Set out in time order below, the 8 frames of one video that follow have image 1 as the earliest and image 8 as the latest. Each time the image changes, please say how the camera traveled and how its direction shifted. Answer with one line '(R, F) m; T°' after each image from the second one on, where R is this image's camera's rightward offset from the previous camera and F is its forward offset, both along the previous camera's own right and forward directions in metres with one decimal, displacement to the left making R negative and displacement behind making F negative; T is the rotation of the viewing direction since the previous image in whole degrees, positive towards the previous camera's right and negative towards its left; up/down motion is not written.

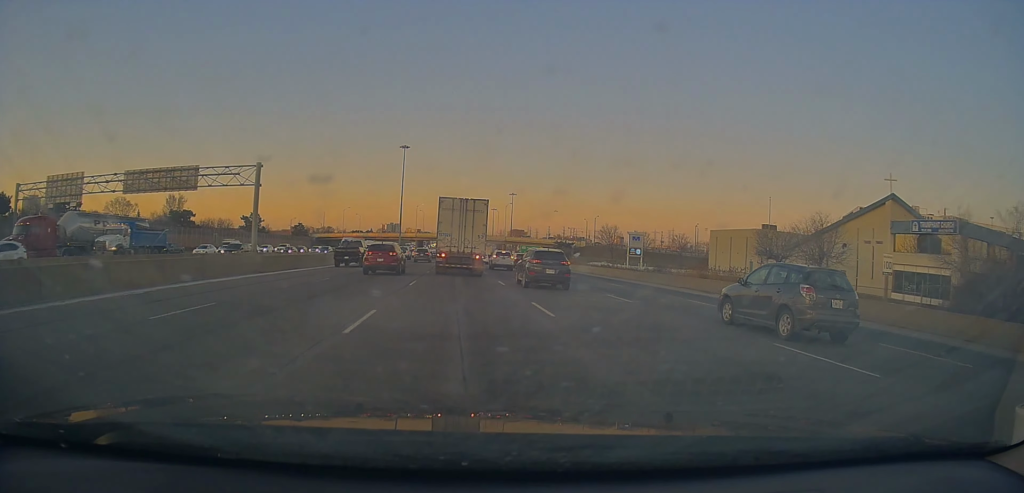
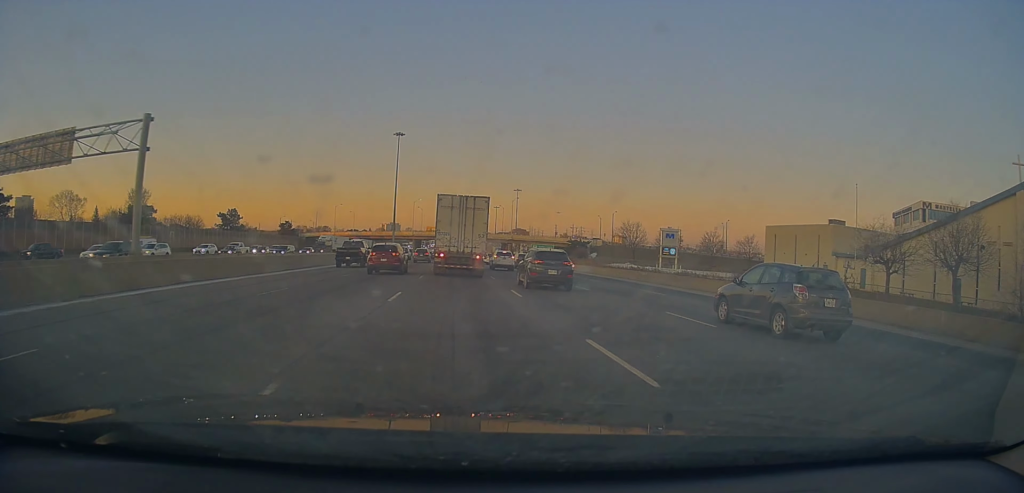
(+0.1, +18.3) m; 0°
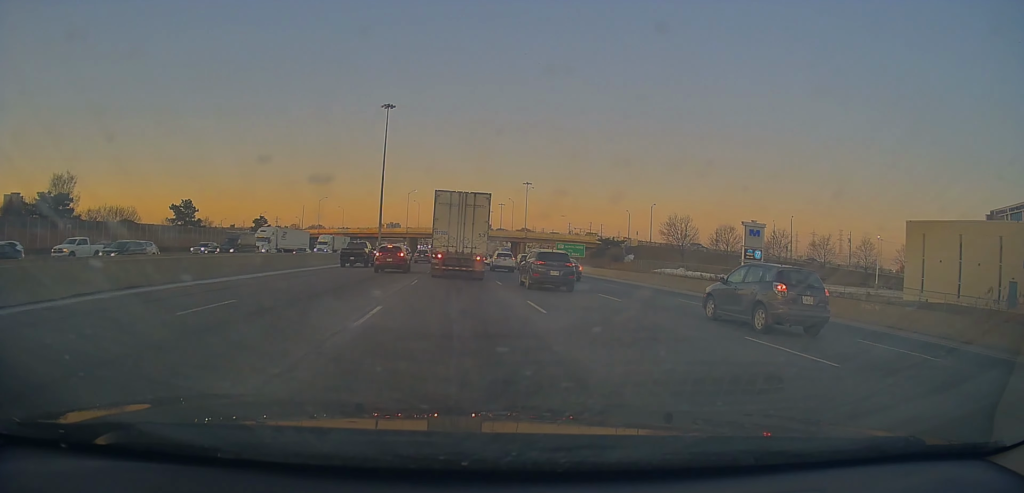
(-0.4, +29.5) m; -2°
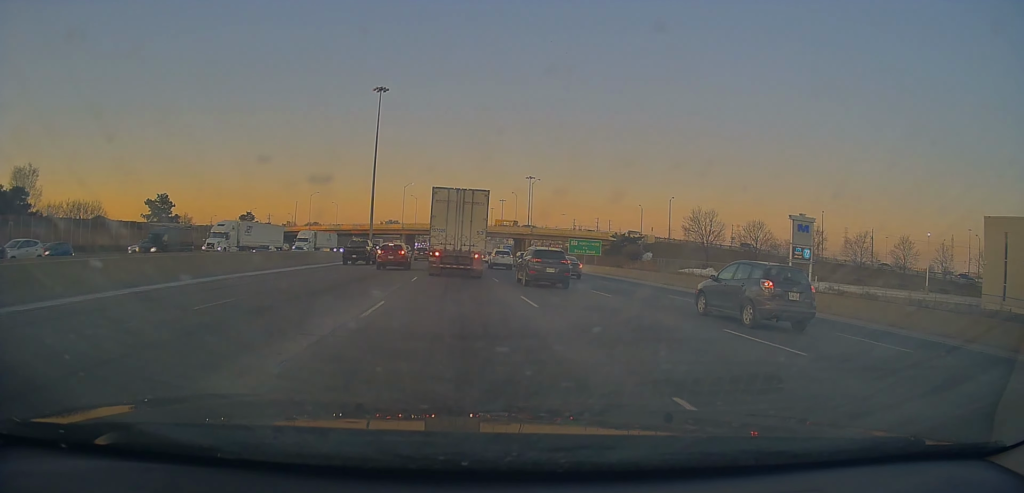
(-0.1, +11.7) m; 0°
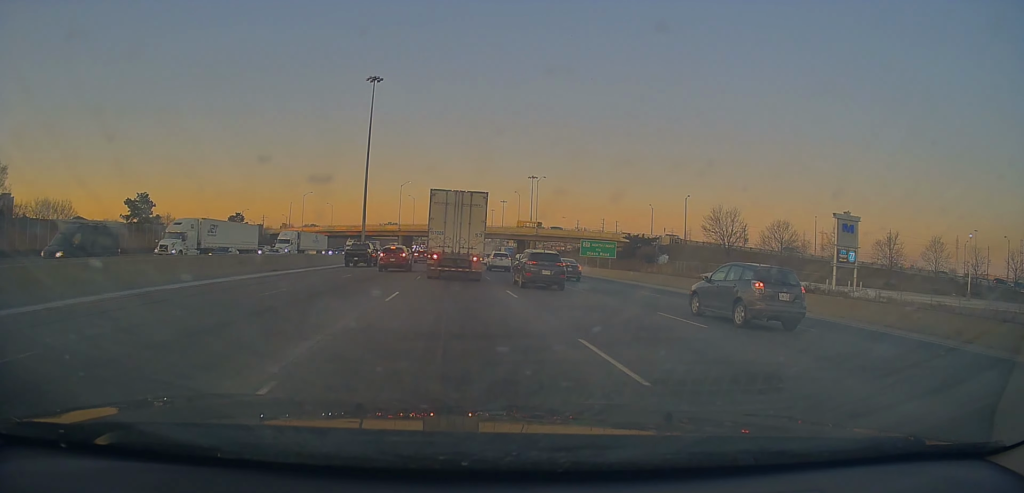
(-0.1, +8.6) m; +1°
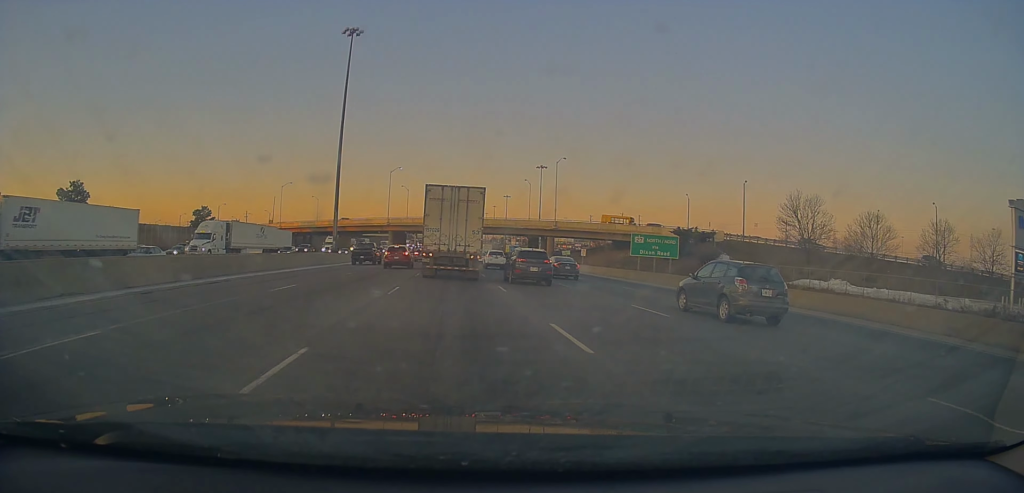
(+0.7, +22.3) m; +1°
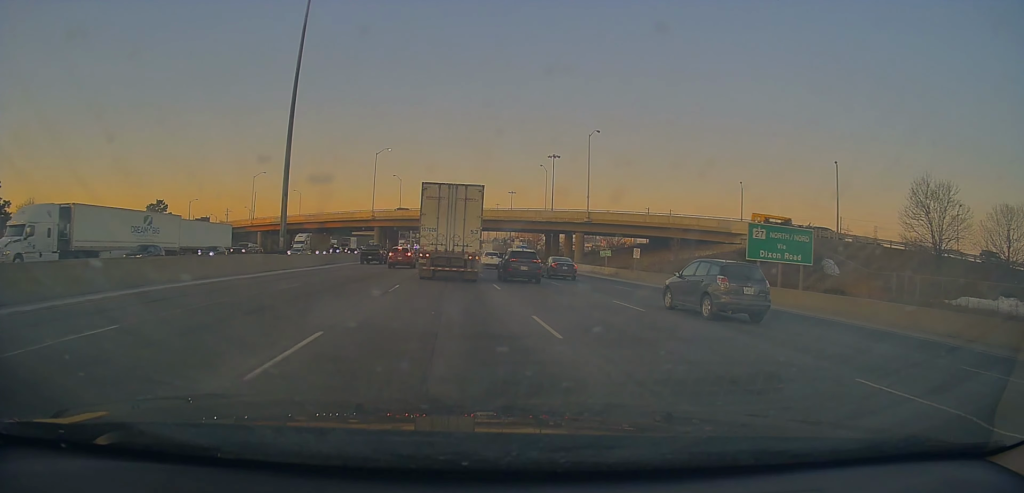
(-0.7, +22.6) m; -1°
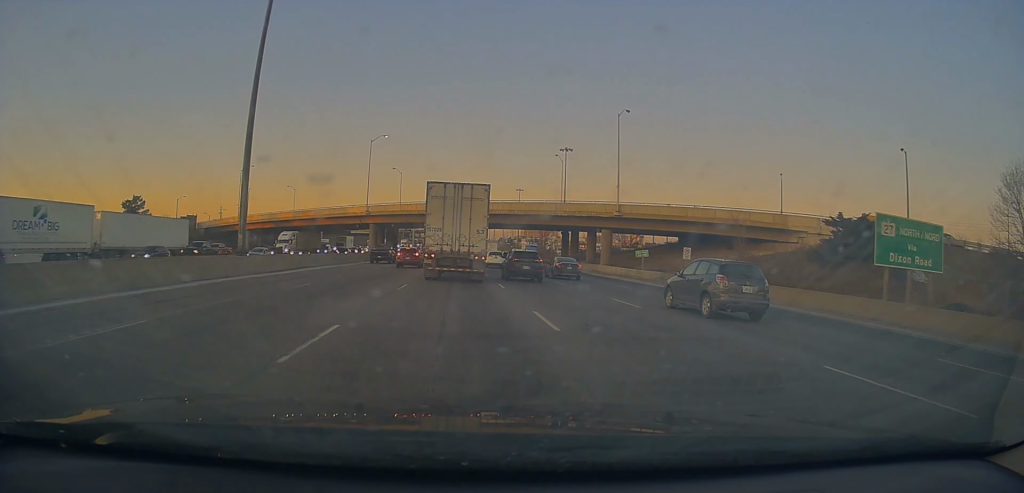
(+0.3, +11.1) m; 0°
